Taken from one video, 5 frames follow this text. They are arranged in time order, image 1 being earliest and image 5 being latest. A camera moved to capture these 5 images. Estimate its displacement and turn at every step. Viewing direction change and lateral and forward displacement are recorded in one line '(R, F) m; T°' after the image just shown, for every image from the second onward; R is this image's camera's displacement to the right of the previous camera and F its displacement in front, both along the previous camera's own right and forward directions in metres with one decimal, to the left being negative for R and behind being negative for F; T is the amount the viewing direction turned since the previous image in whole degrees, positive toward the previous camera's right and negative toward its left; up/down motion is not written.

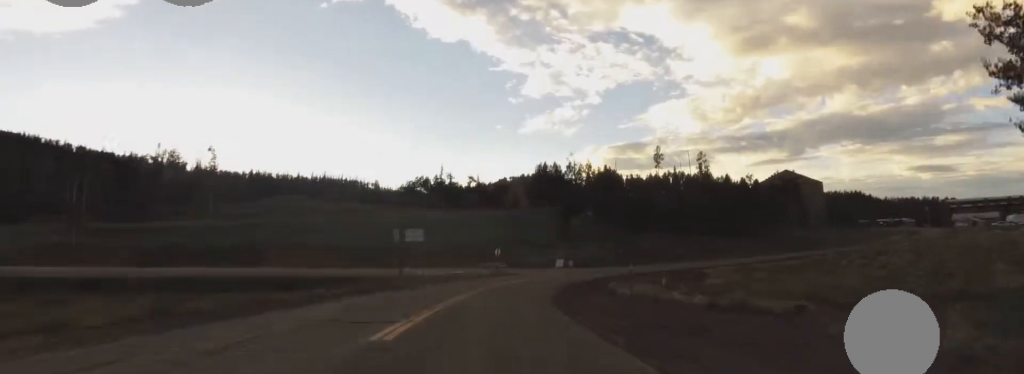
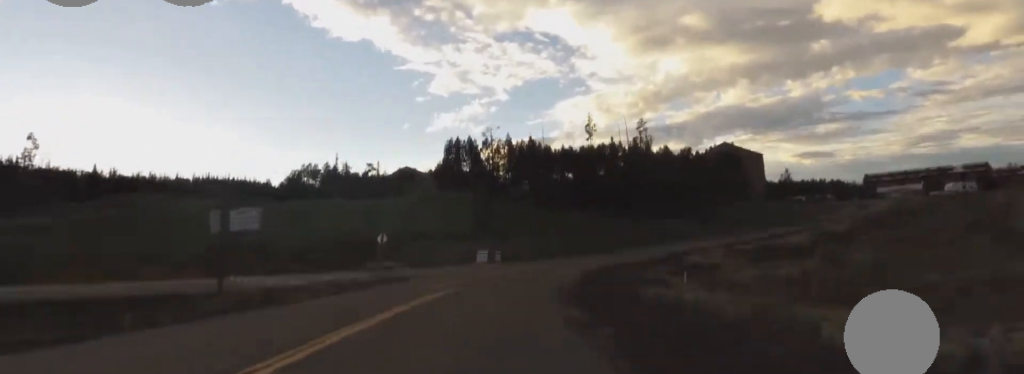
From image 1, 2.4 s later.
(+0.8, +31.2) m; +10°
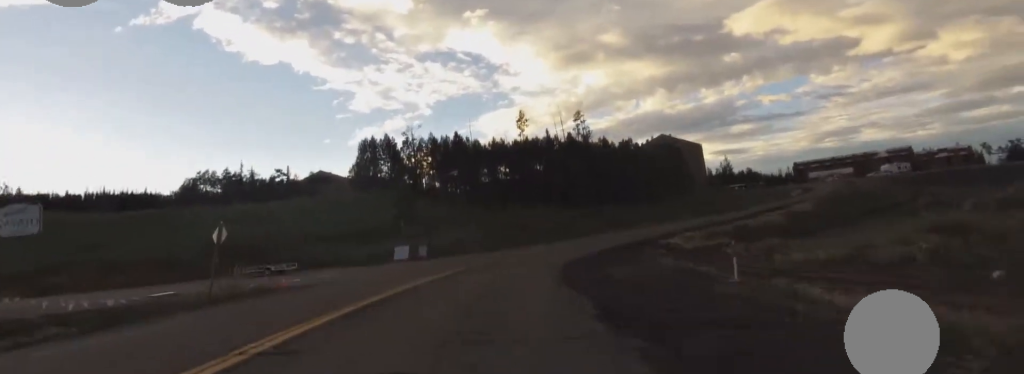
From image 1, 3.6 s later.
(+1.9, +14.8) m; +12°
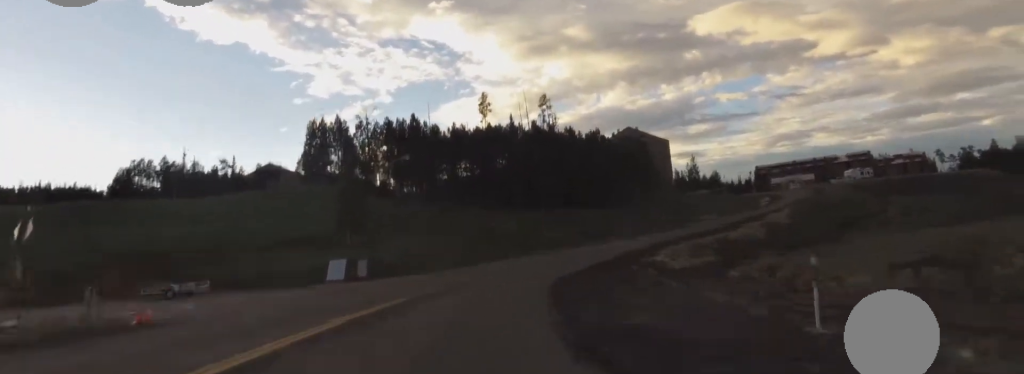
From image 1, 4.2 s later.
(+0.4, +7.8) m; +3°
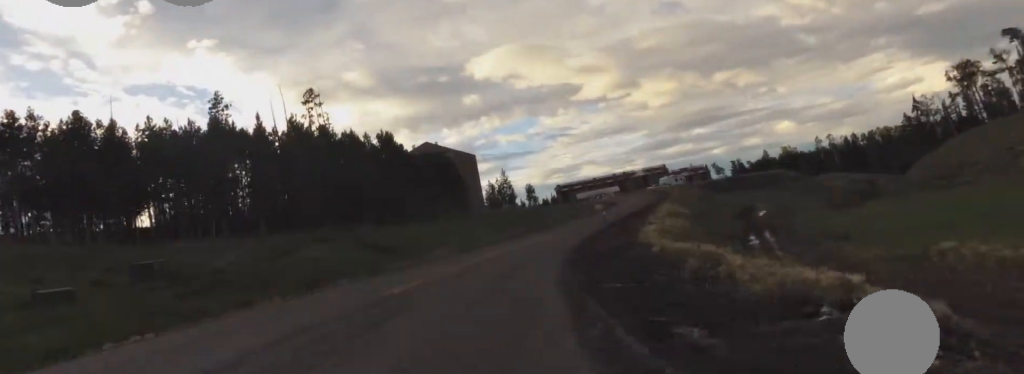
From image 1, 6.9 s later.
(+2.3, +35.7) m; +16°
